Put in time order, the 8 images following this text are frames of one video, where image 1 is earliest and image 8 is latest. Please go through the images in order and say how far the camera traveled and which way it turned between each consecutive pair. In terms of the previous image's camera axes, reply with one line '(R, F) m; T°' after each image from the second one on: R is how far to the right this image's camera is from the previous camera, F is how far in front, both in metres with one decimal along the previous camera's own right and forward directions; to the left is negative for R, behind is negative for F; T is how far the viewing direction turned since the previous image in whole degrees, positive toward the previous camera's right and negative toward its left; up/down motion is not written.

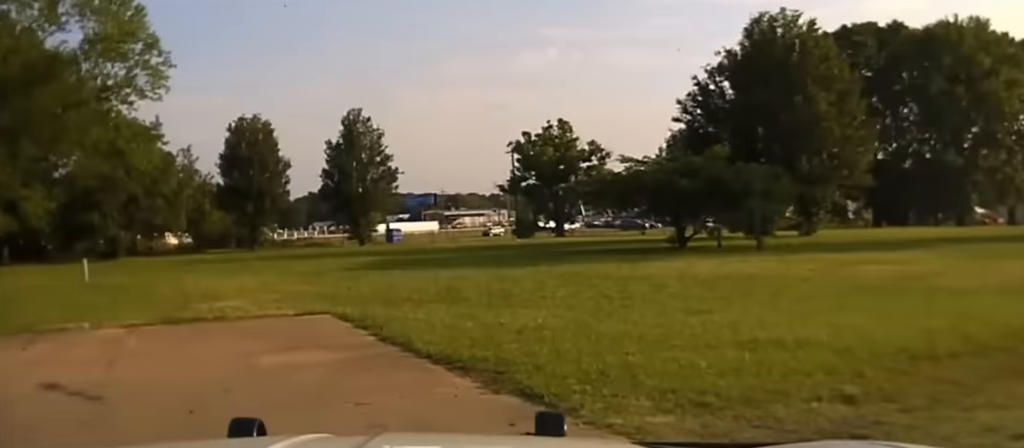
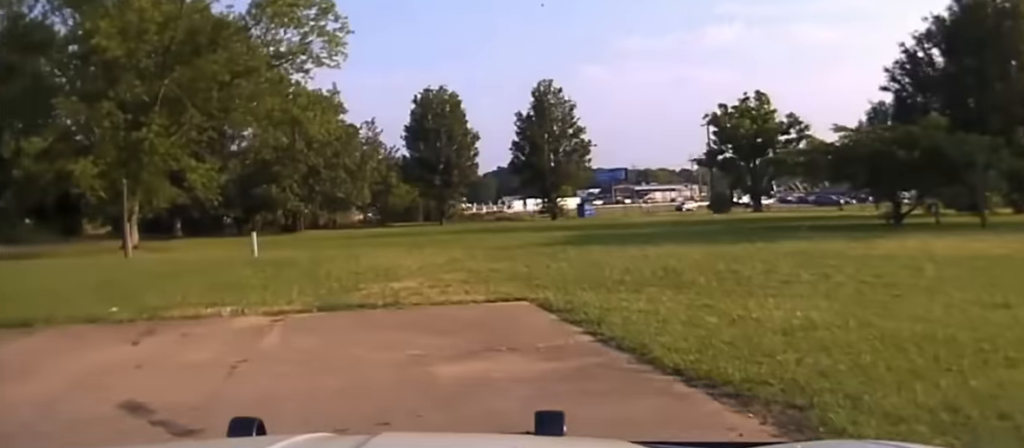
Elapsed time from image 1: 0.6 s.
(-0.8, +3.6) m; -23°
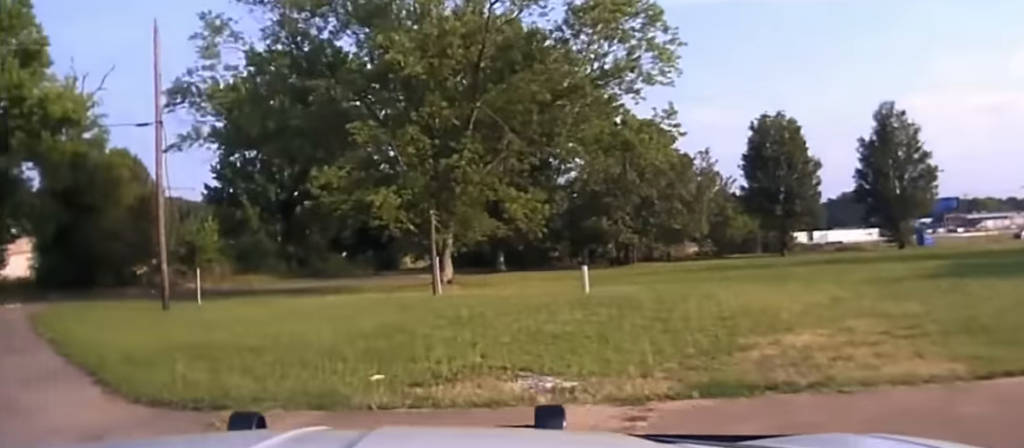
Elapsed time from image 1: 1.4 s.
(-1.4, +5.8) m; -27°
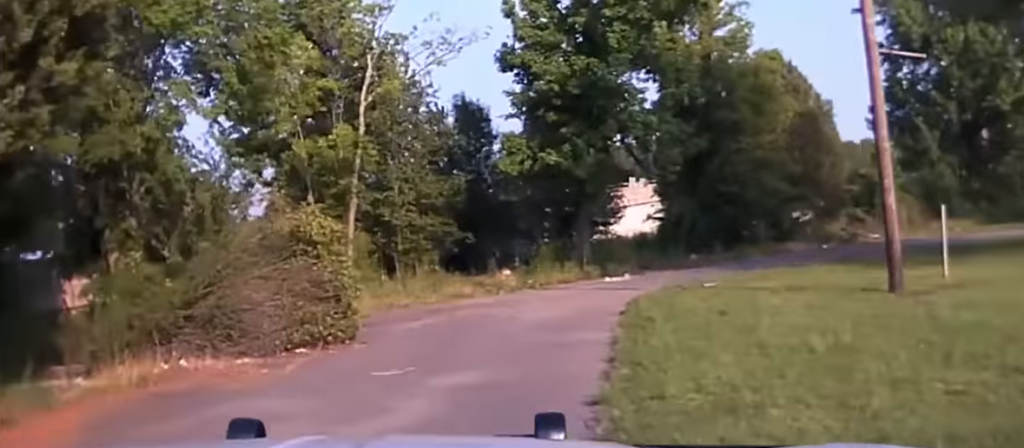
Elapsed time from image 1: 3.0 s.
(-4.1, +17.0) m; -13°
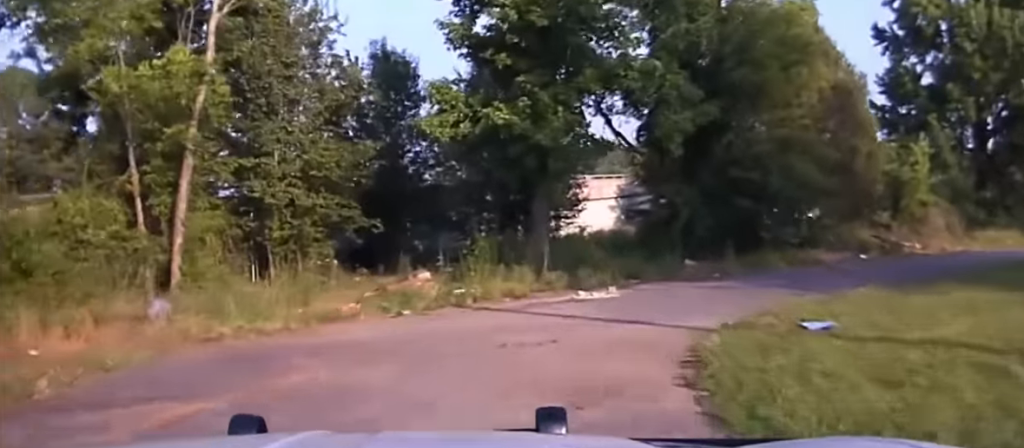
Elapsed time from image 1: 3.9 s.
(+0.1, +9.8) m; +5°
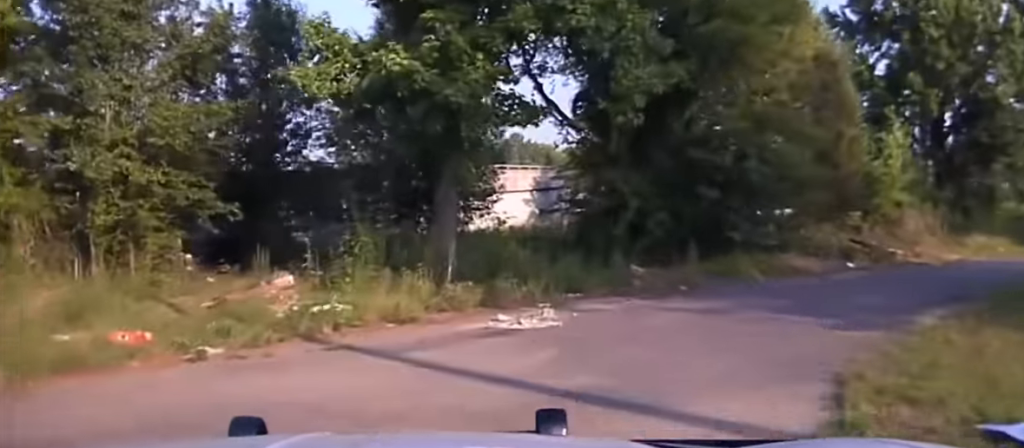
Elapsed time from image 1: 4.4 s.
(+0.2, +5.0) m; +2°
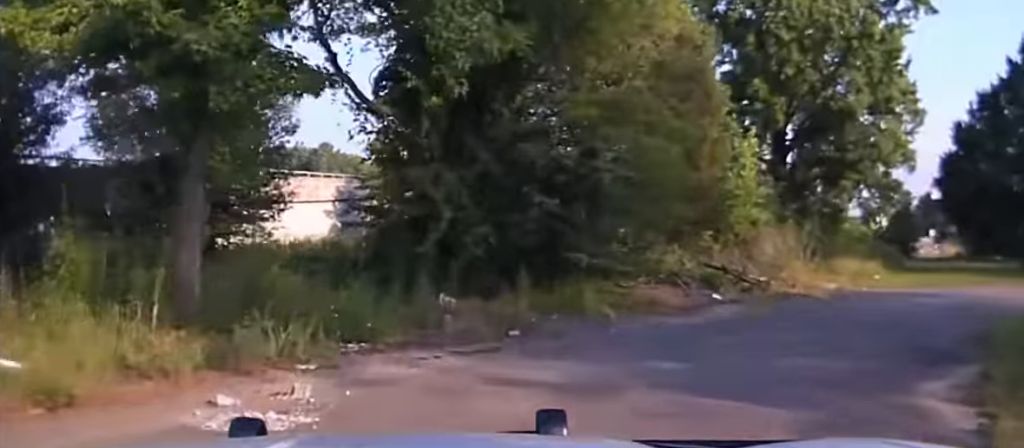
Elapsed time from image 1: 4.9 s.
(+0.3, +5.0) m; +2°
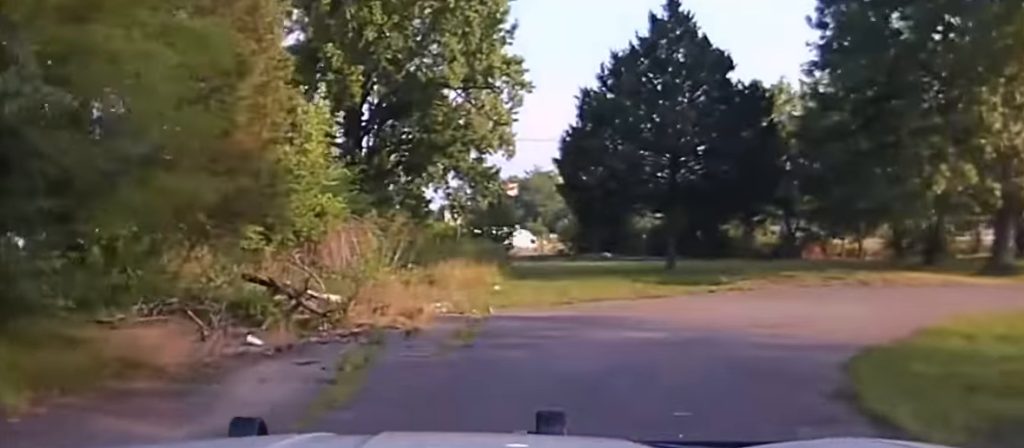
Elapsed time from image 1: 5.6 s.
(+0.2, +8.0) m; +13°
